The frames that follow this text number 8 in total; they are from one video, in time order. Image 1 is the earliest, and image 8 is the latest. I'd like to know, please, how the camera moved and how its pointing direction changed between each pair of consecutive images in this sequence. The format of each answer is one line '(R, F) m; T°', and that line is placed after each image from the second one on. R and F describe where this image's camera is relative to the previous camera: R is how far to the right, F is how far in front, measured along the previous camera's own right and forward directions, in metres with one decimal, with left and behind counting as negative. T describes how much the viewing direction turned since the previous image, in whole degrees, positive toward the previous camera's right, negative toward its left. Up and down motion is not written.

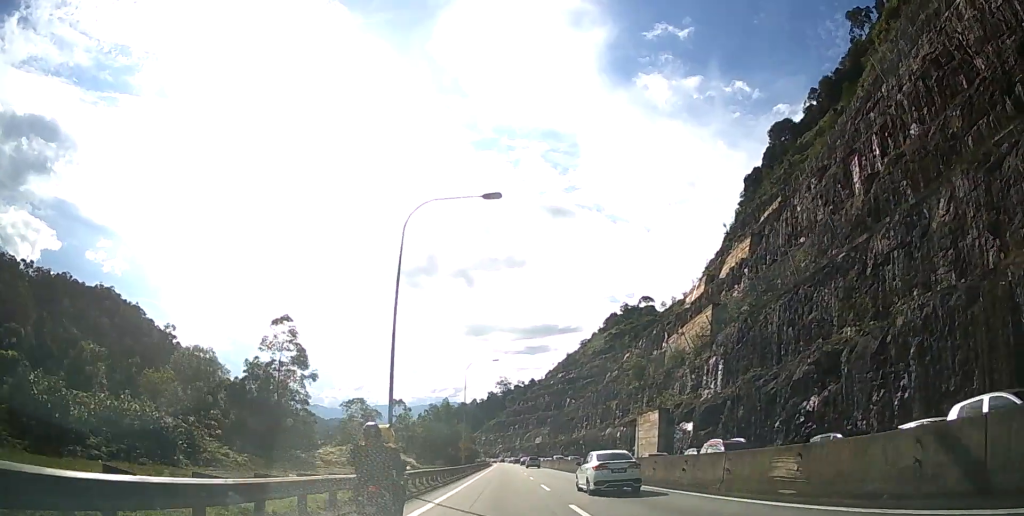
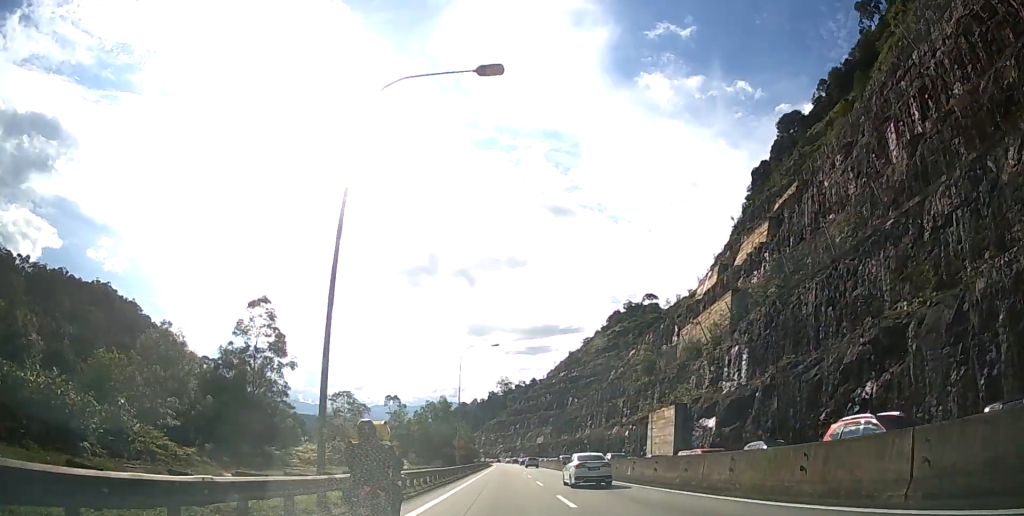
(0.0, +8.3) m; 0°
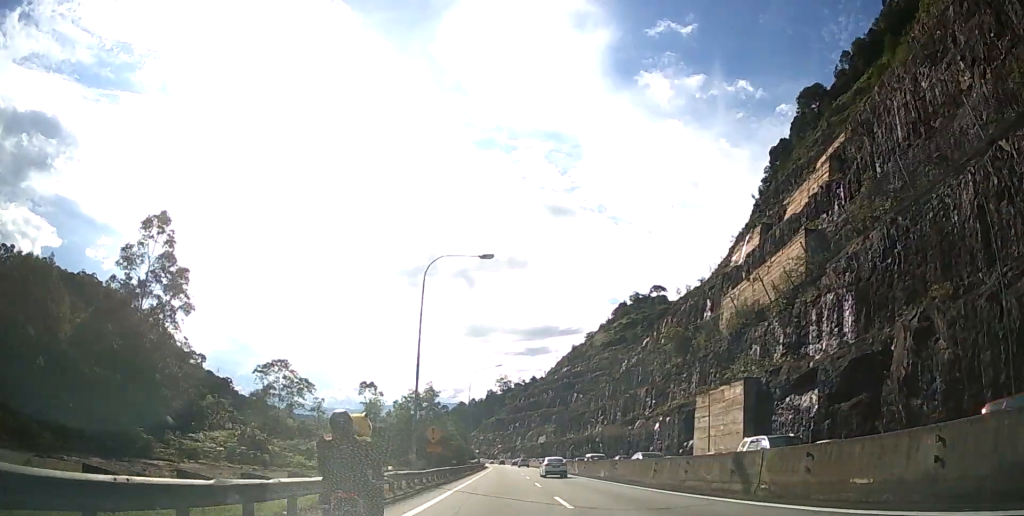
(+0.1, +24.7) m; 0°
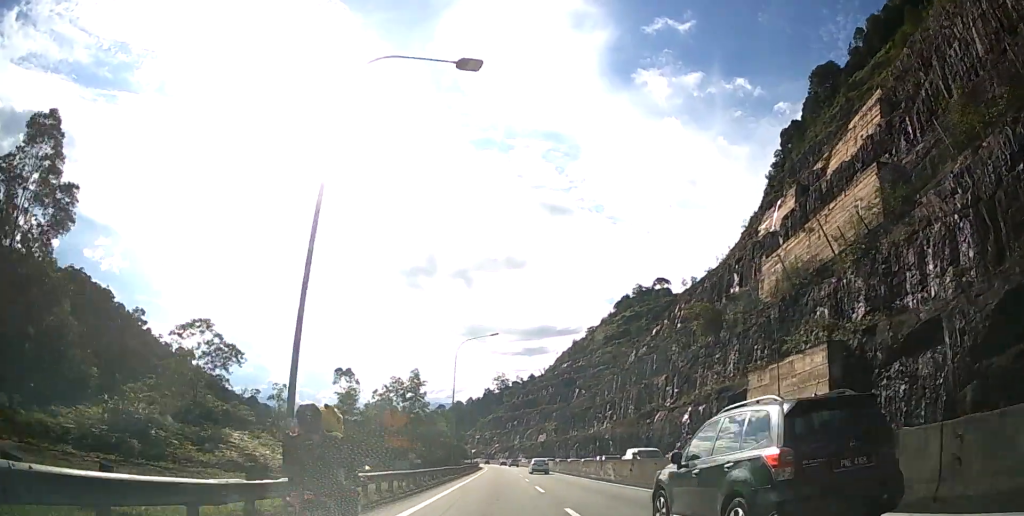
(0.0, +16.6) m; 0°
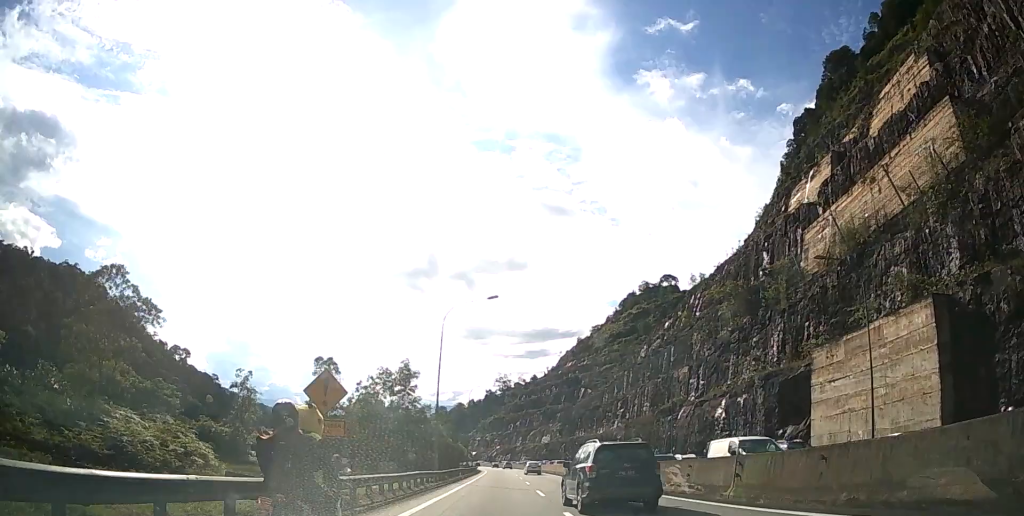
(0.0, +12.4) m; 0°
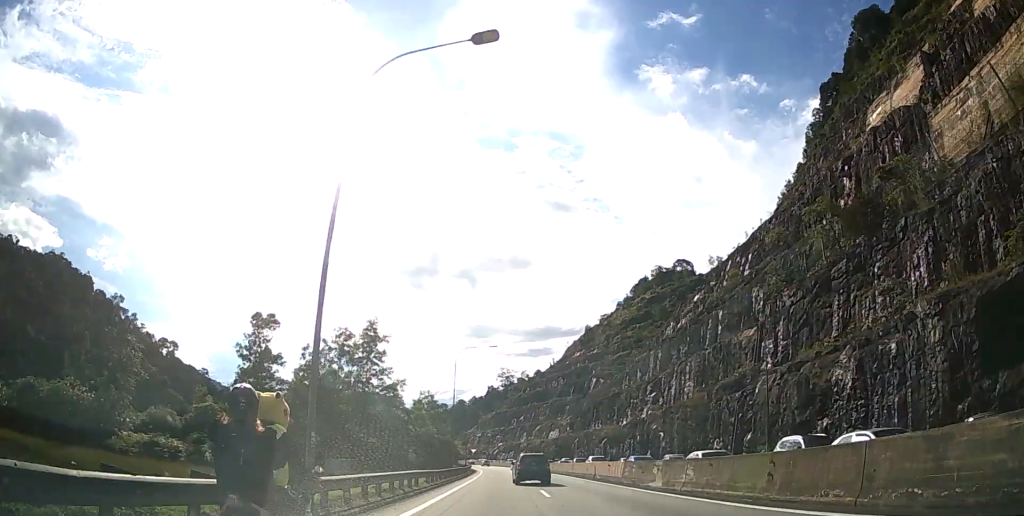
(-0.1, +25.7) m; 0°
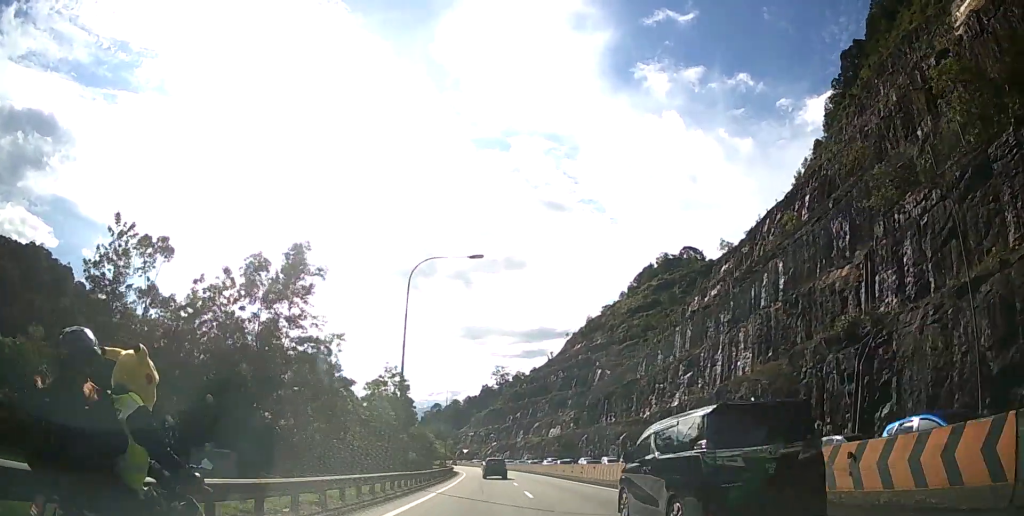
(0.0, +23.6) m; 0°
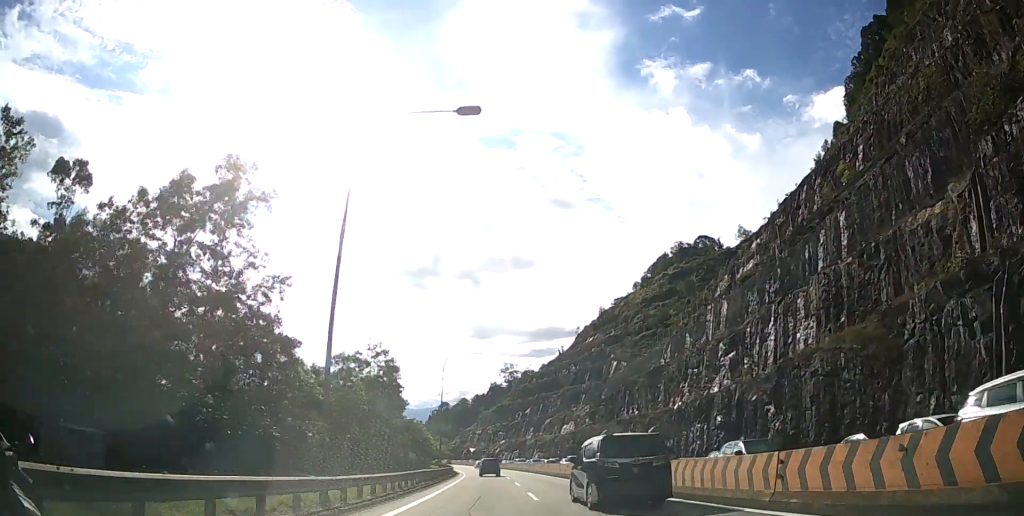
(0.0, +12.9) m; 0°
